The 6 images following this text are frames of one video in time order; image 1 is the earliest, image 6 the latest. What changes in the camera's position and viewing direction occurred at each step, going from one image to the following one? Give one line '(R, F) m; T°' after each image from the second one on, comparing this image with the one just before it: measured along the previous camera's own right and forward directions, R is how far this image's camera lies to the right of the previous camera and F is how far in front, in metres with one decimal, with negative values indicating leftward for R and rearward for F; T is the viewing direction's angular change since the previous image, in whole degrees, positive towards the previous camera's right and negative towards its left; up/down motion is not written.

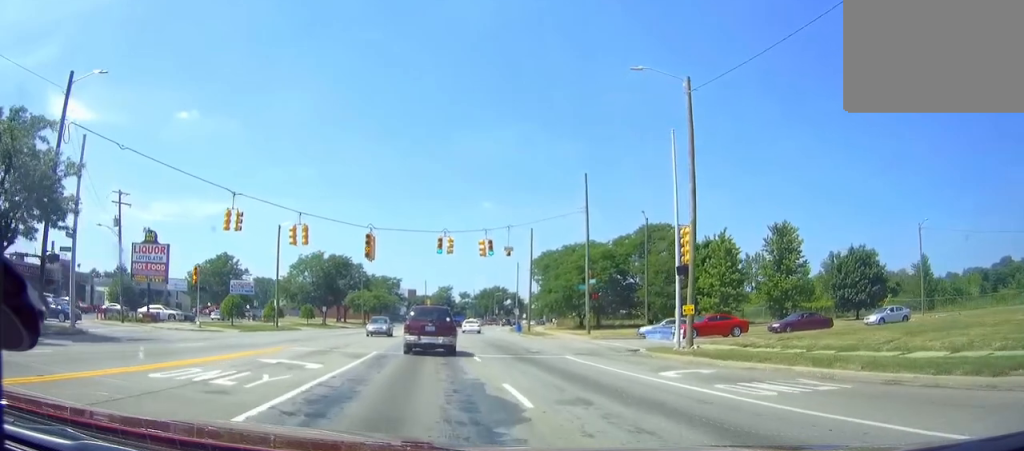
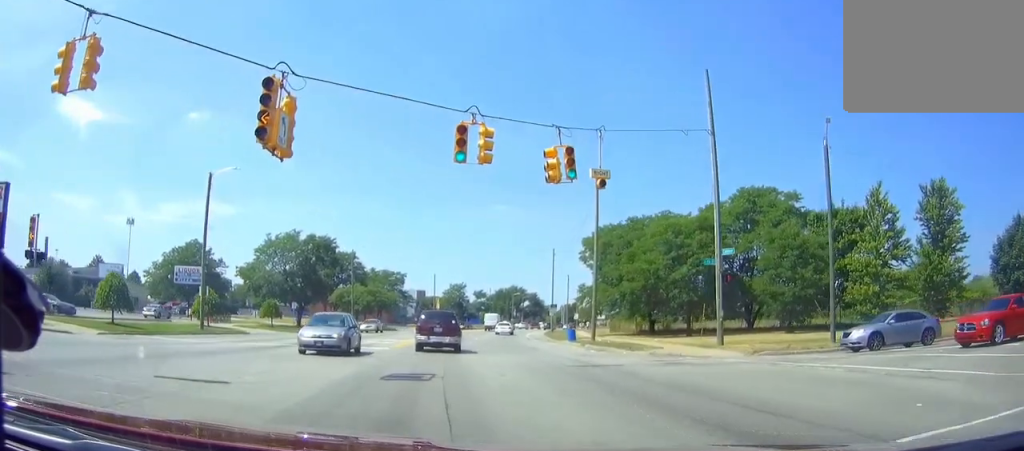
(-0.8, +26.0) m; -3°
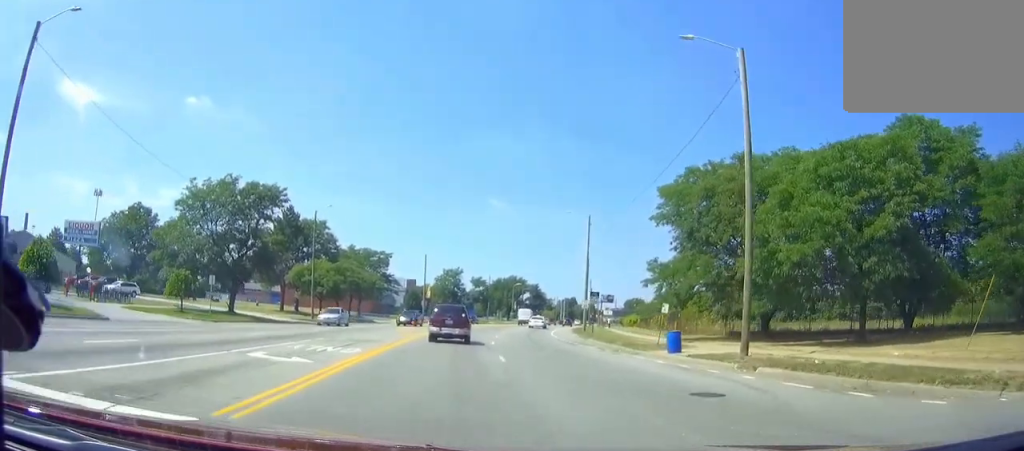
(+0.2, +24.1) m; +3°
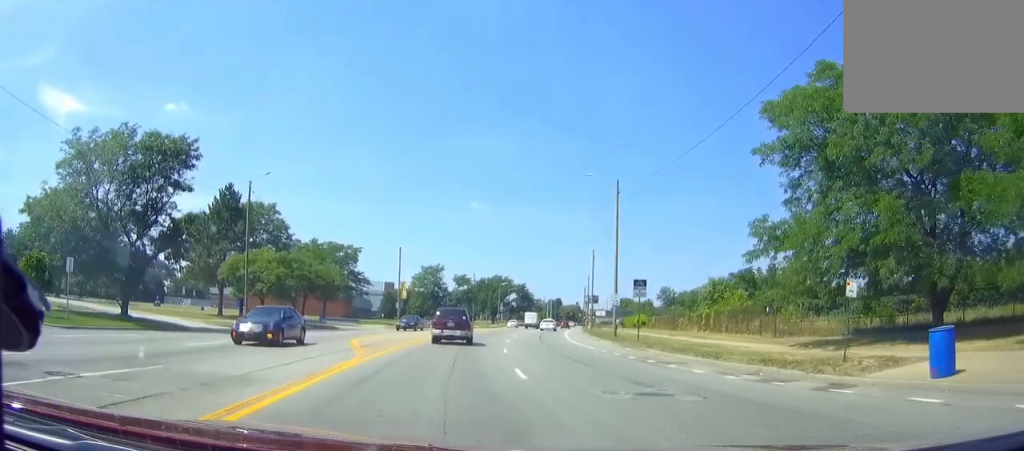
(+0.5, +17.5) m; +3°
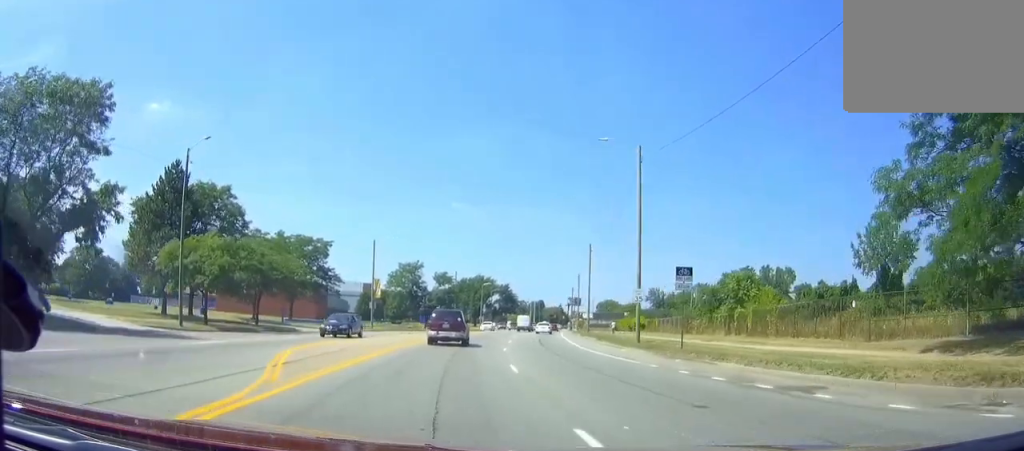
(+0.1, +10.0) m; +1°
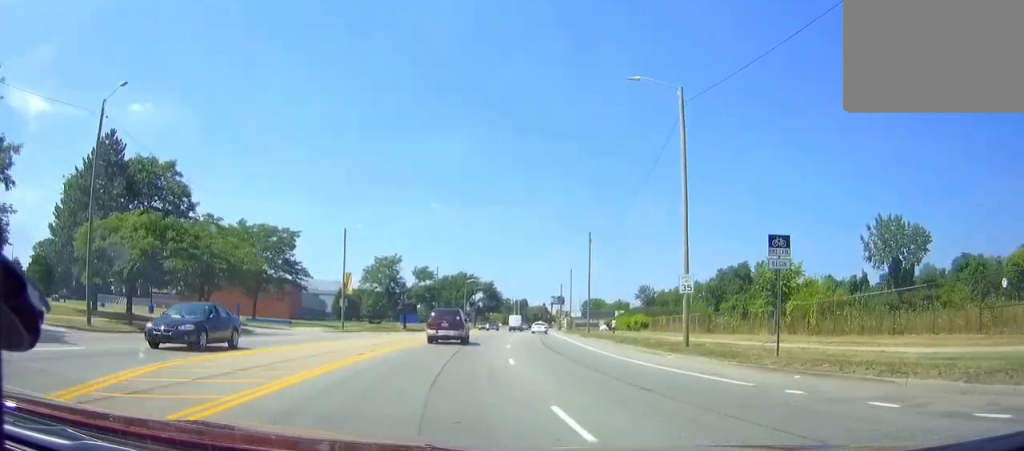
(+0.2, +10.5) m; +1°
